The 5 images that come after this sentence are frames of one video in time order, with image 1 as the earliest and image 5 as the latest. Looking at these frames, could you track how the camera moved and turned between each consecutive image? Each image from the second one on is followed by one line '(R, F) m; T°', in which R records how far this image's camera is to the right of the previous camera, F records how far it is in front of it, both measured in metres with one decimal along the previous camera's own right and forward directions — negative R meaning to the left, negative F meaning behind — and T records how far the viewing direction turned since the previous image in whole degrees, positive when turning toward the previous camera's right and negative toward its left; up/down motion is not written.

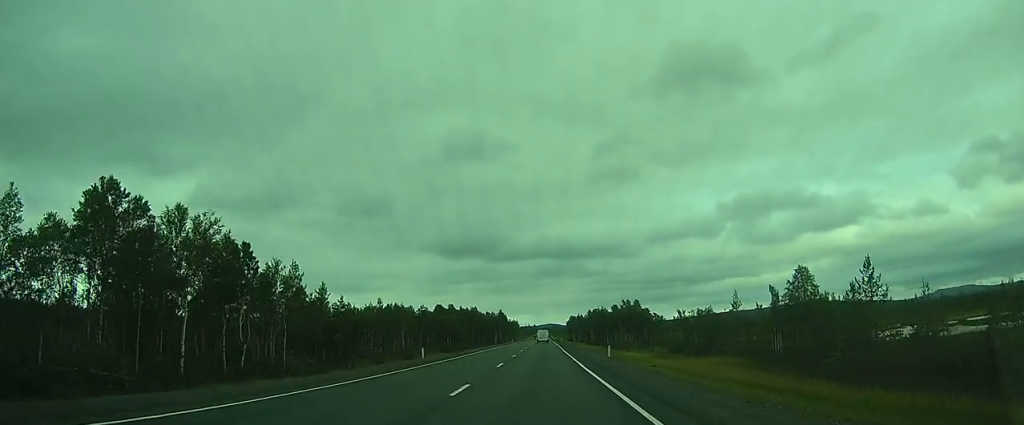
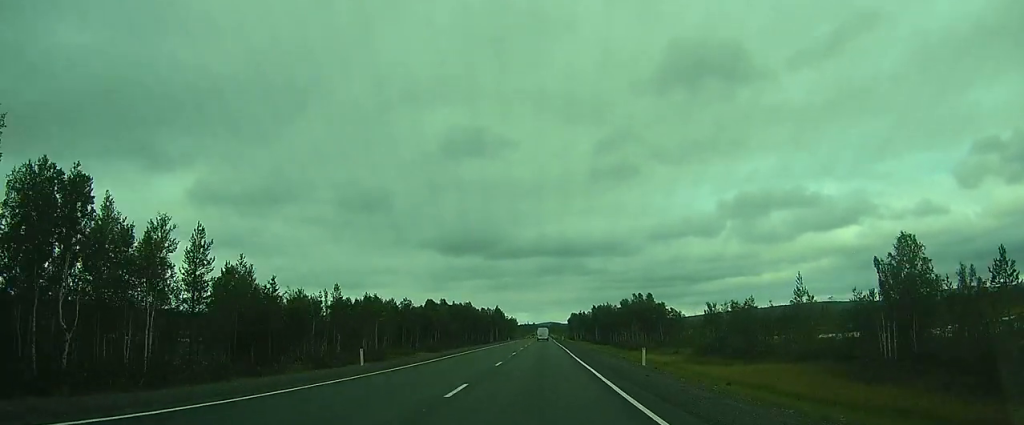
(0.0, +12.3) m; 0°
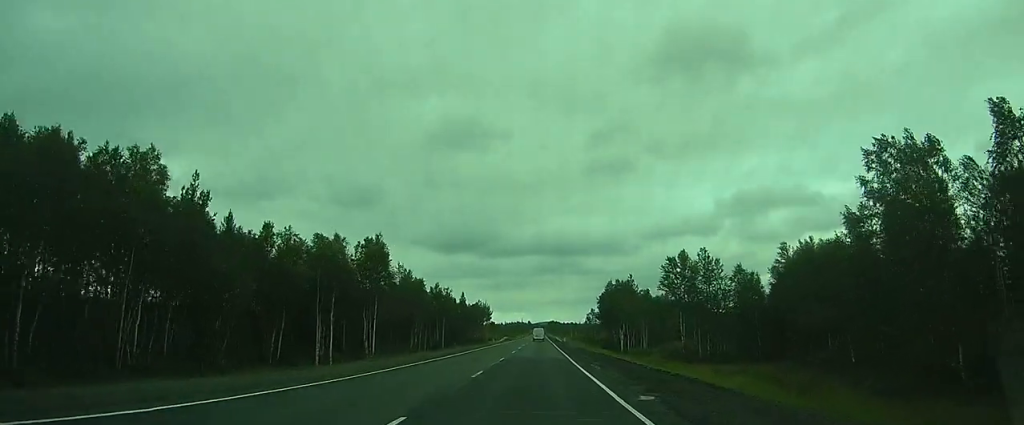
(-1.8, +119.1) m; -2°
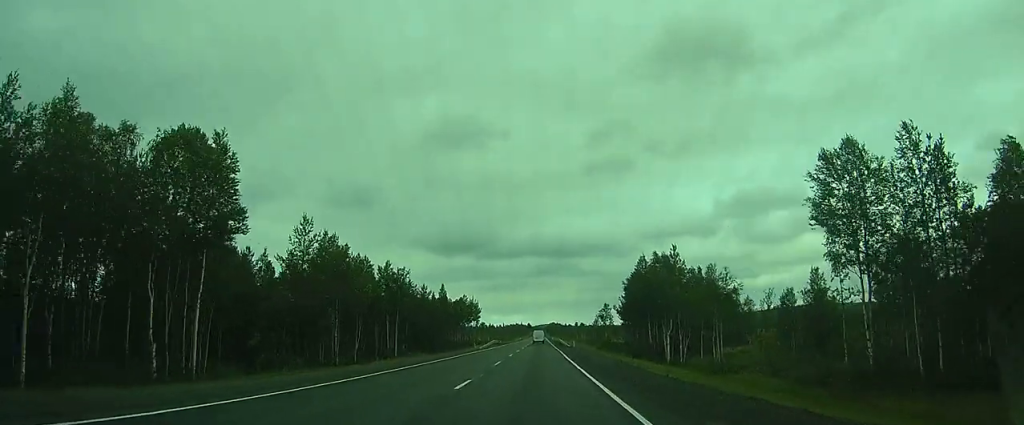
(+0.1, +26.5) m; +1°
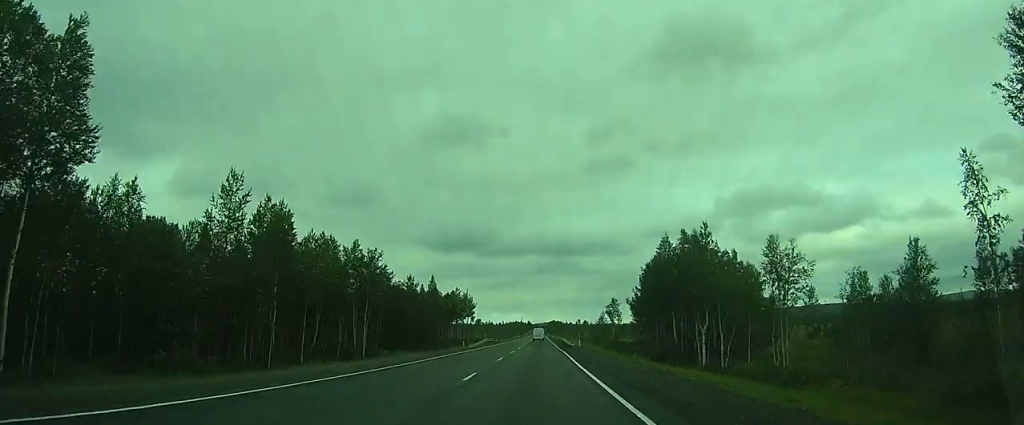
(-0.1, +10.3) m; +1°
